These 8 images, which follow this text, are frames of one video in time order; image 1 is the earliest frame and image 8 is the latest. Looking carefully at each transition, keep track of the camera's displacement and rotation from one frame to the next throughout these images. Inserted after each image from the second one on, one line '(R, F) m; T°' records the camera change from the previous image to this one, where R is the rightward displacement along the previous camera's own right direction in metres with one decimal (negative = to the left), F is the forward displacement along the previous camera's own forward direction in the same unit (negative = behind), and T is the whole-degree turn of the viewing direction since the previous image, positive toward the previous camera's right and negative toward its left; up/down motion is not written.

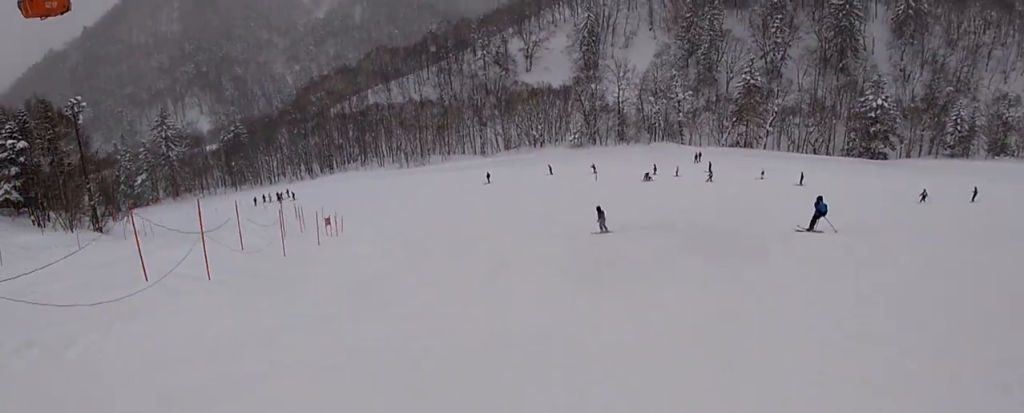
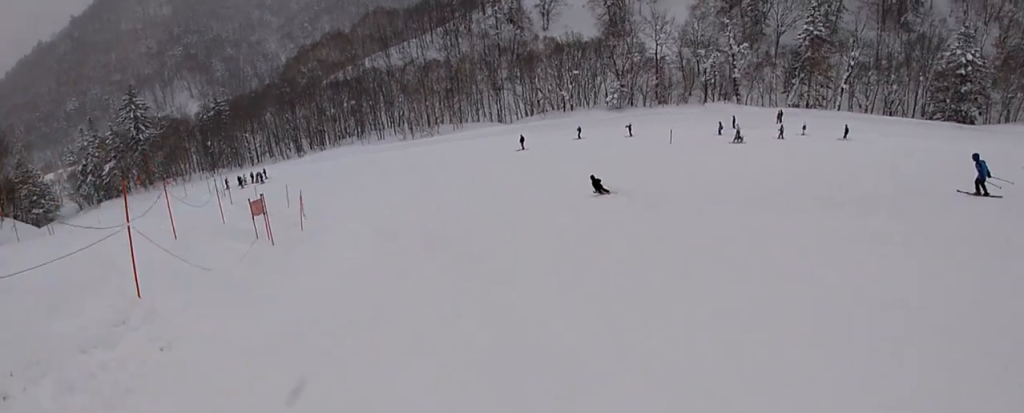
(+0.5, +19.3) m; -3°
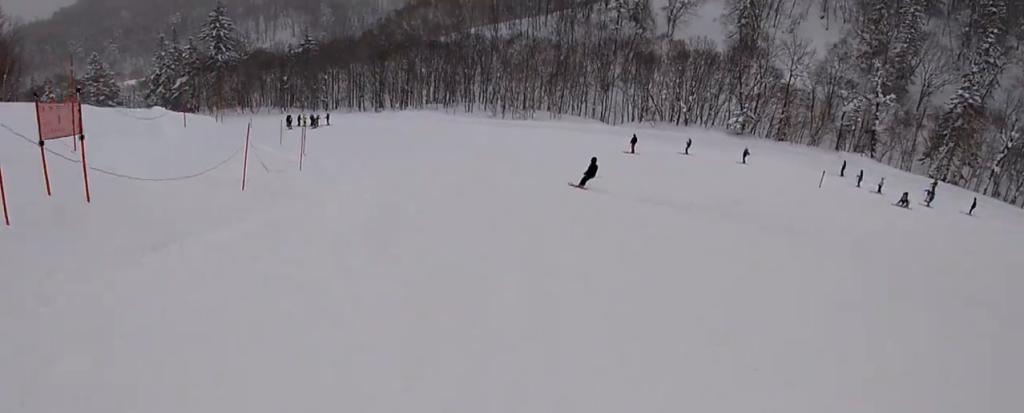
(-0.3, +11.0) m; -12°
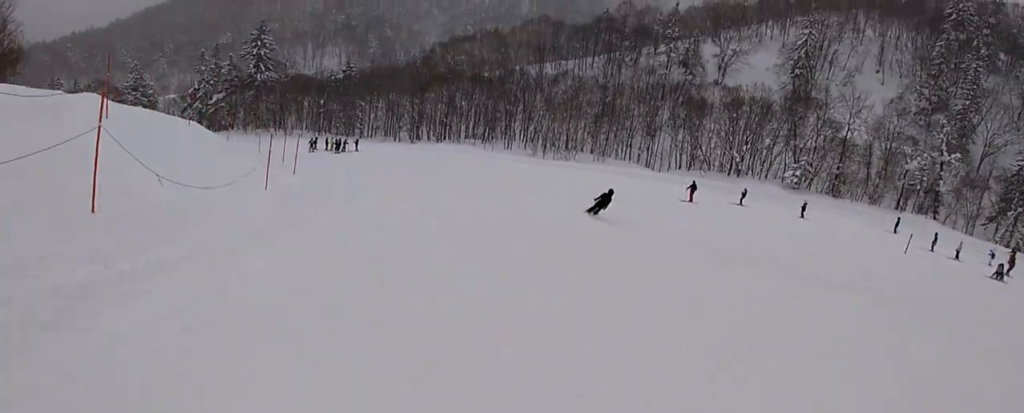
(-1.0, +5.5) m; -6°
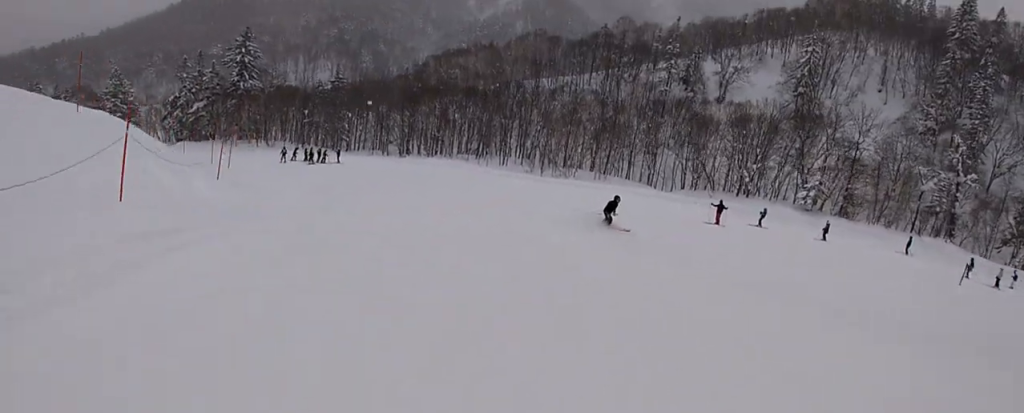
(-0.4, +5.6) m; -6°
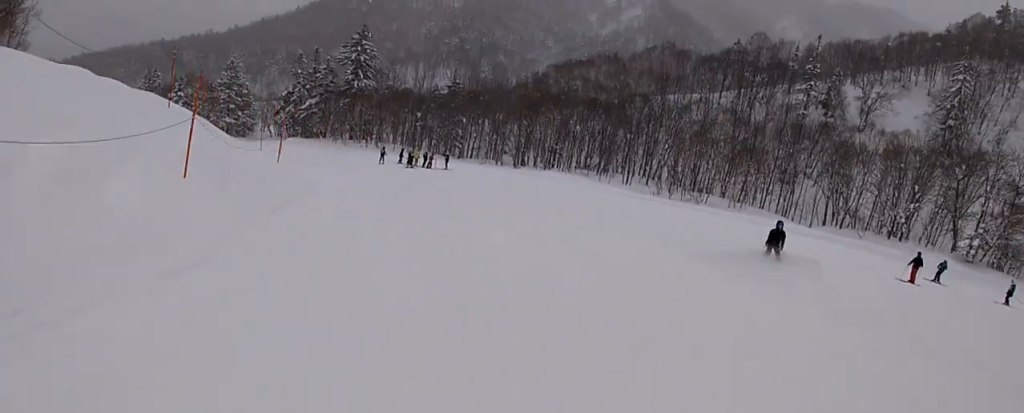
(-0.5, +7.0) m; -4°
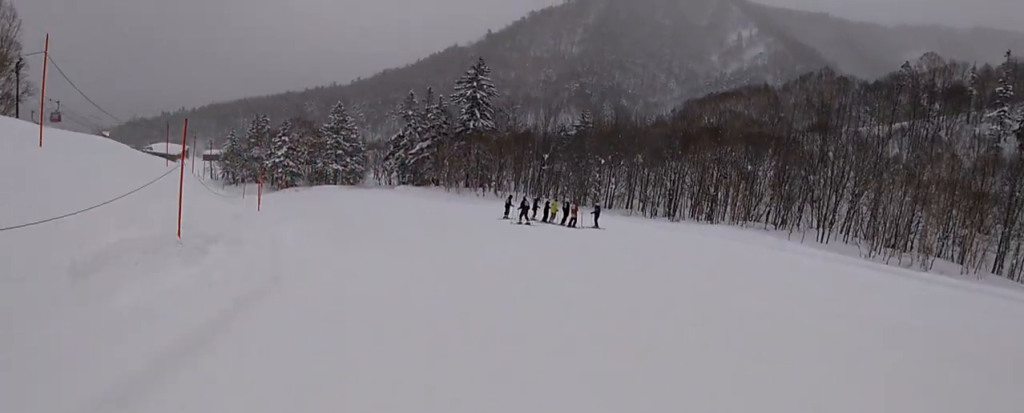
(-0.9, +17.0) m; -9°
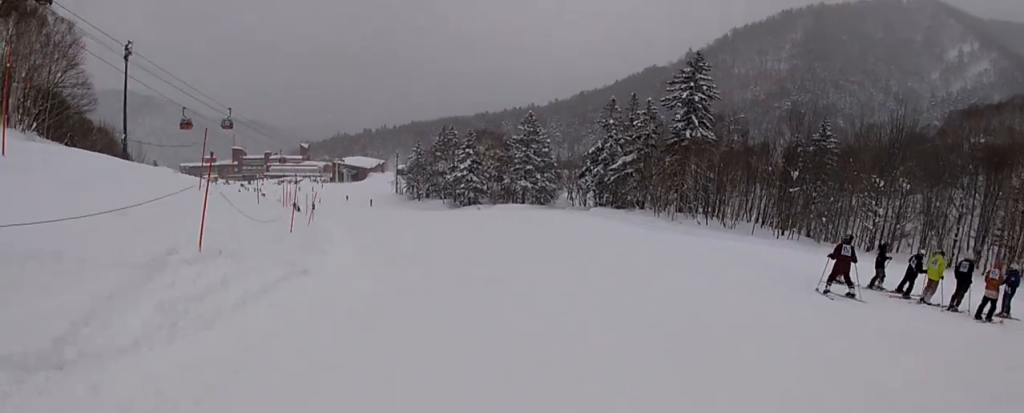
(-3.1, +17.2) m; -19°
